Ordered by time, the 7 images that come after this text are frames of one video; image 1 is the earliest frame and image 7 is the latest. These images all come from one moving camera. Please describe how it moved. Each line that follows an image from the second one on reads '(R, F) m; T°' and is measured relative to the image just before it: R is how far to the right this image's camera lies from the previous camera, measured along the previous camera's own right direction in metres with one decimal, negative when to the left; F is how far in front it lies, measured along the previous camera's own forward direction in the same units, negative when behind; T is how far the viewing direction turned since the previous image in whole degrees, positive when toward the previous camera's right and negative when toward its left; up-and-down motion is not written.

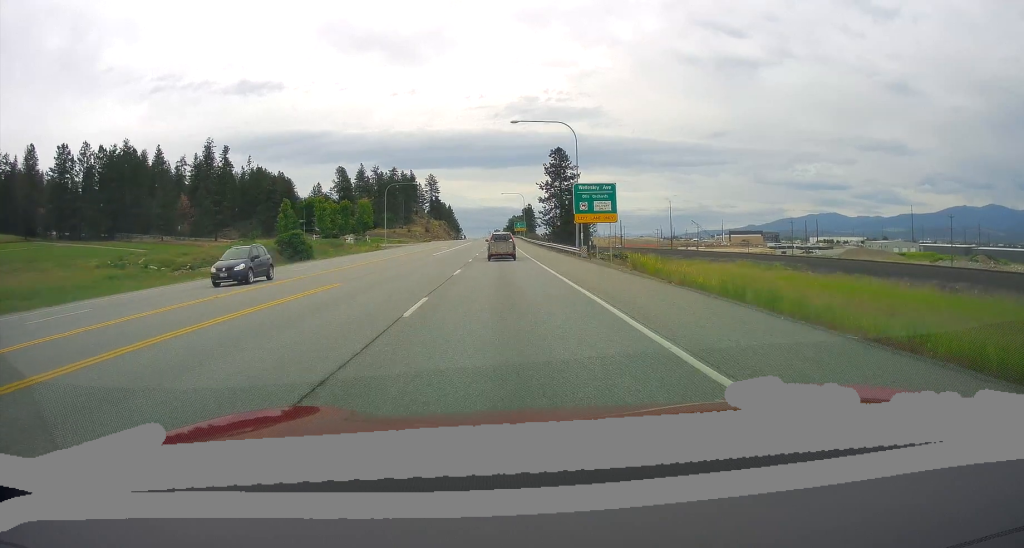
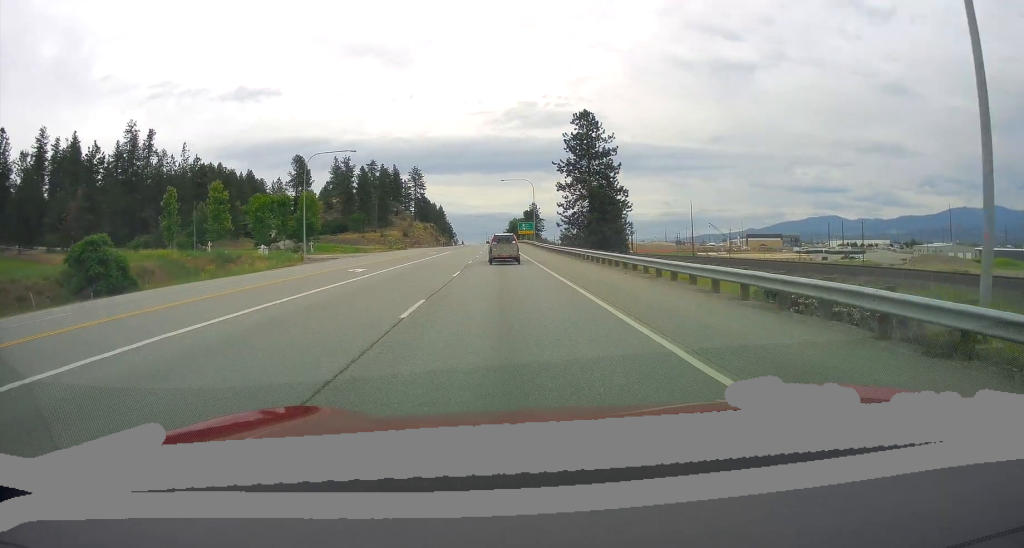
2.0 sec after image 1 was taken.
(-0.2, +49.1) m; 0°
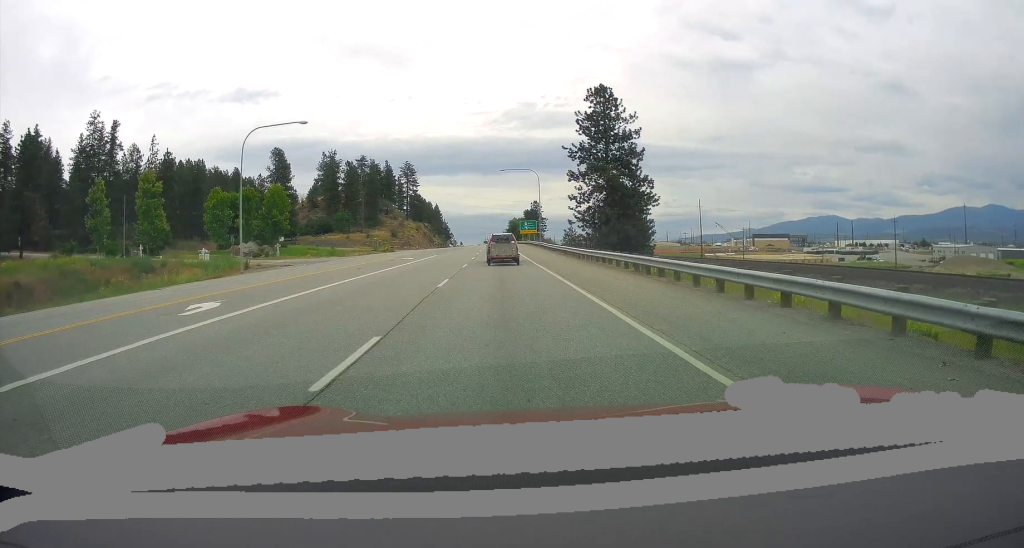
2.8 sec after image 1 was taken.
(0.0, +18.0) m; +1°
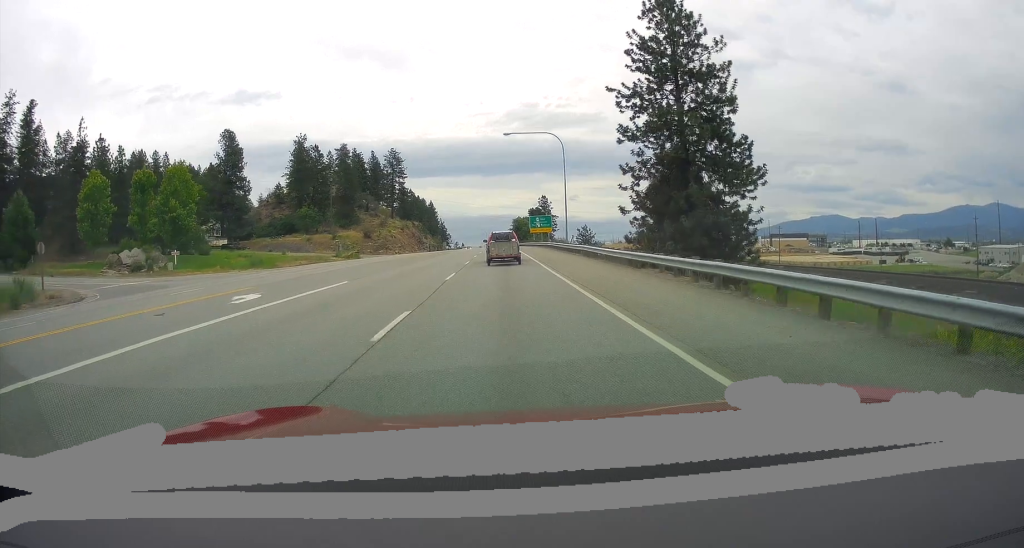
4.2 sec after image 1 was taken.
(+0.1, +33.3) m; -1°
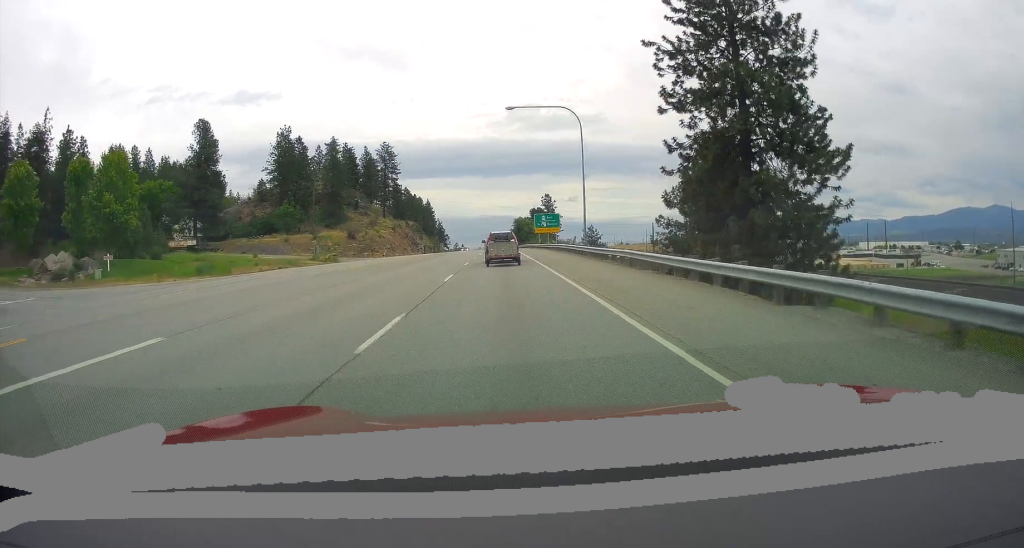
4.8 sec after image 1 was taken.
(-0.1, +13.4) m; -1°
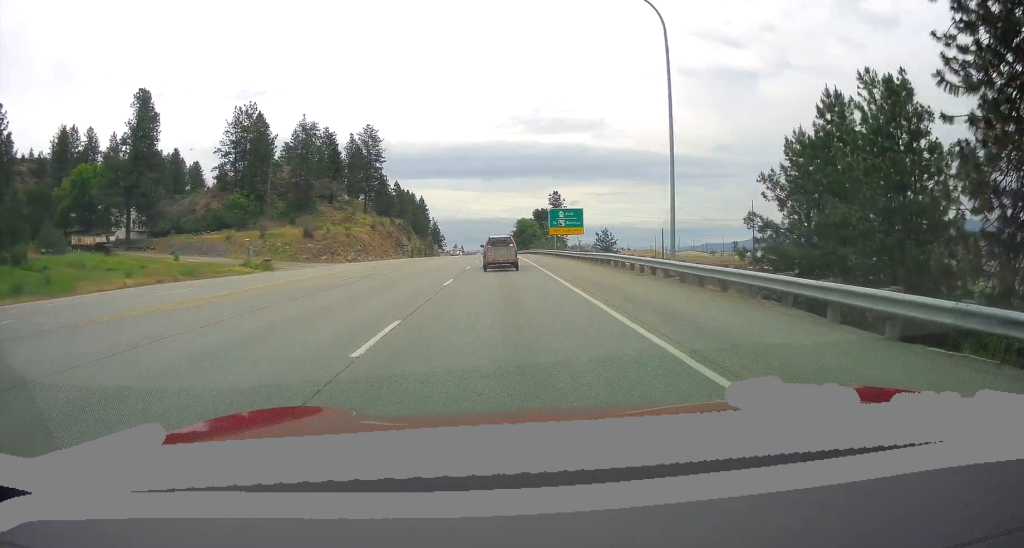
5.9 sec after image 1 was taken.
(-0.2, +24.1) m; +1°
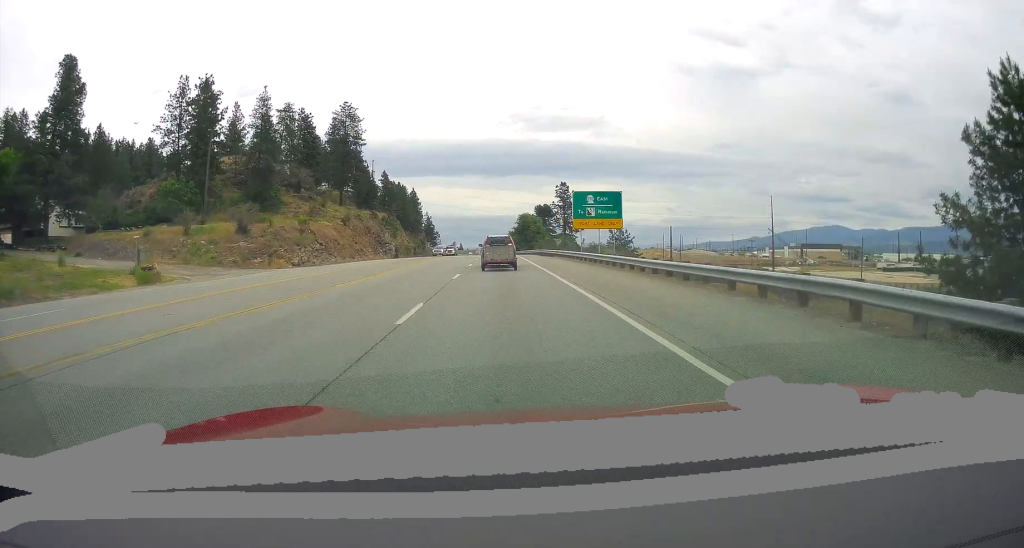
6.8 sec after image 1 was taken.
(+0.5, +21.2) m; +1°
